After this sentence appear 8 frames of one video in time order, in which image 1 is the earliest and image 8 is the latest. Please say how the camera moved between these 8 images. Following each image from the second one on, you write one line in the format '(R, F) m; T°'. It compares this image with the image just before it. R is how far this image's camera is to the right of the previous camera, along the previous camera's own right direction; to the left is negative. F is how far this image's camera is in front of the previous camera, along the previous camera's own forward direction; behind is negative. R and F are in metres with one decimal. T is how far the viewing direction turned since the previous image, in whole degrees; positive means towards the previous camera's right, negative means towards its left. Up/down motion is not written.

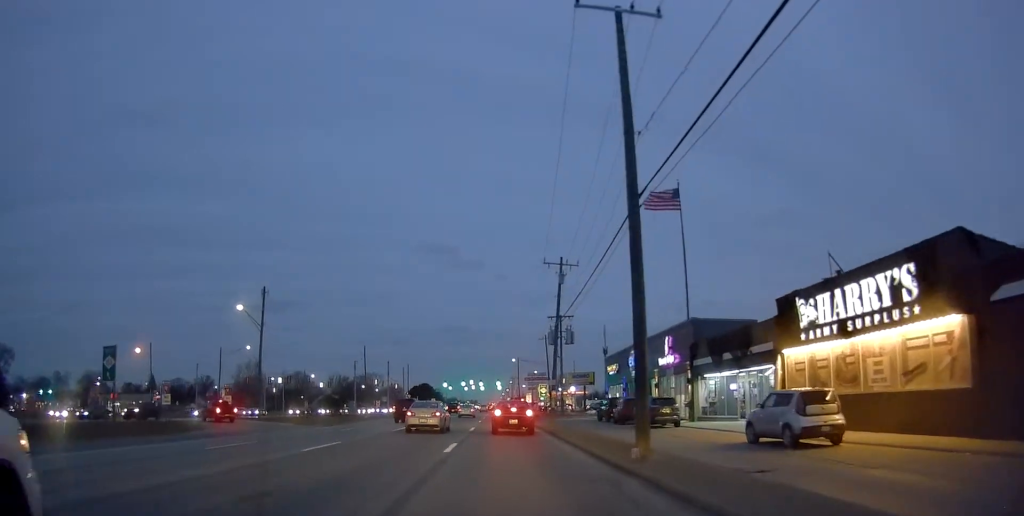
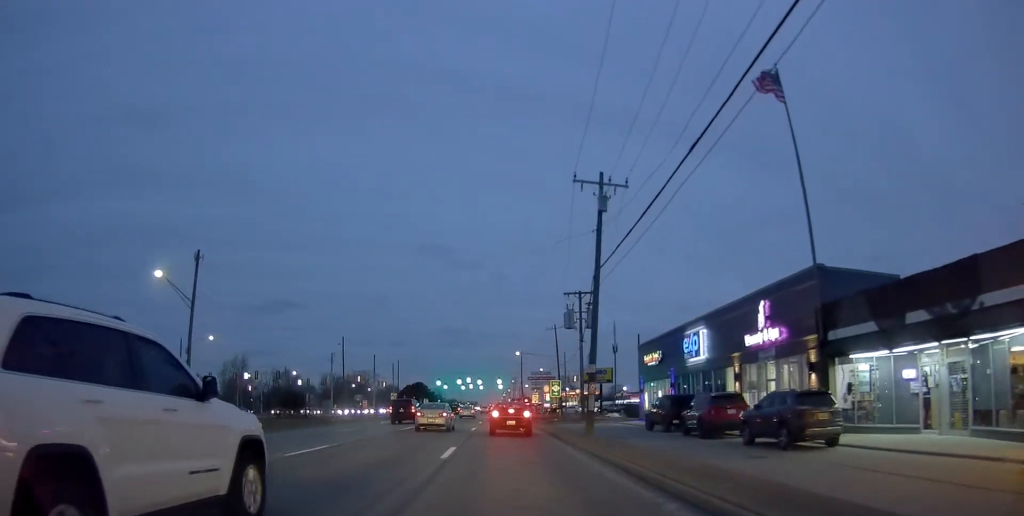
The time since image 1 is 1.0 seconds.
(+0.6, +15.7) m; +3°
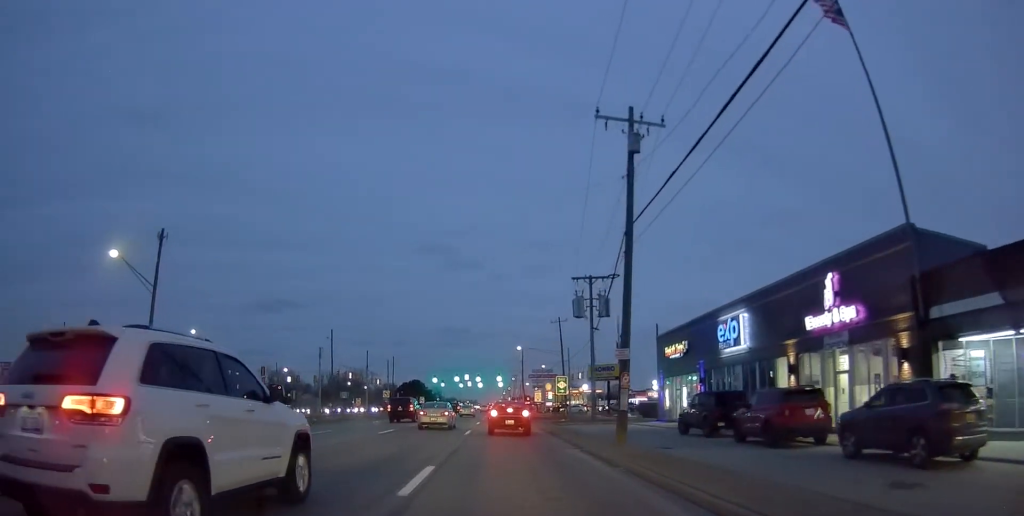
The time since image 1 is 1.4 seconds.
(0.0, +6.2) m; 0°
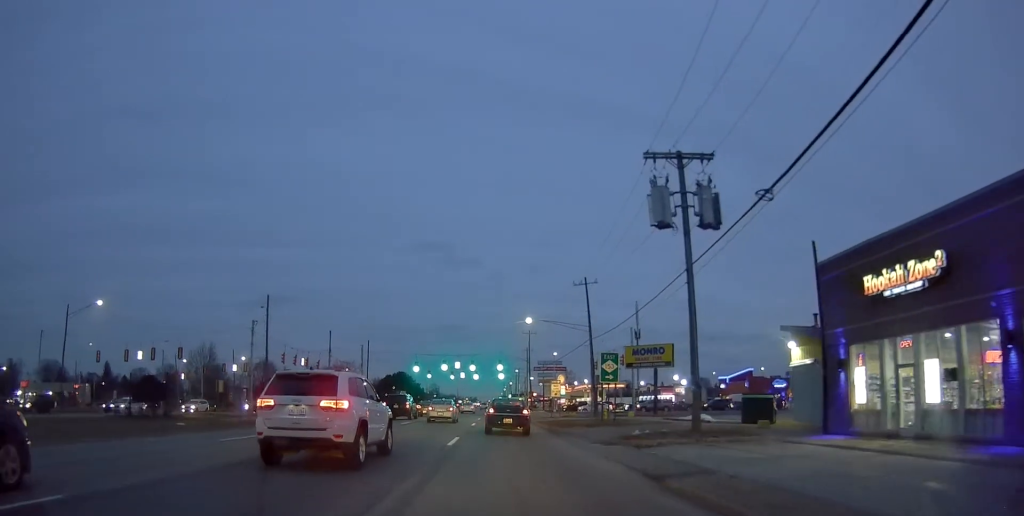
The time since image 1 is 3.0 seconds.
(-0.5, +24.8) m; -1°
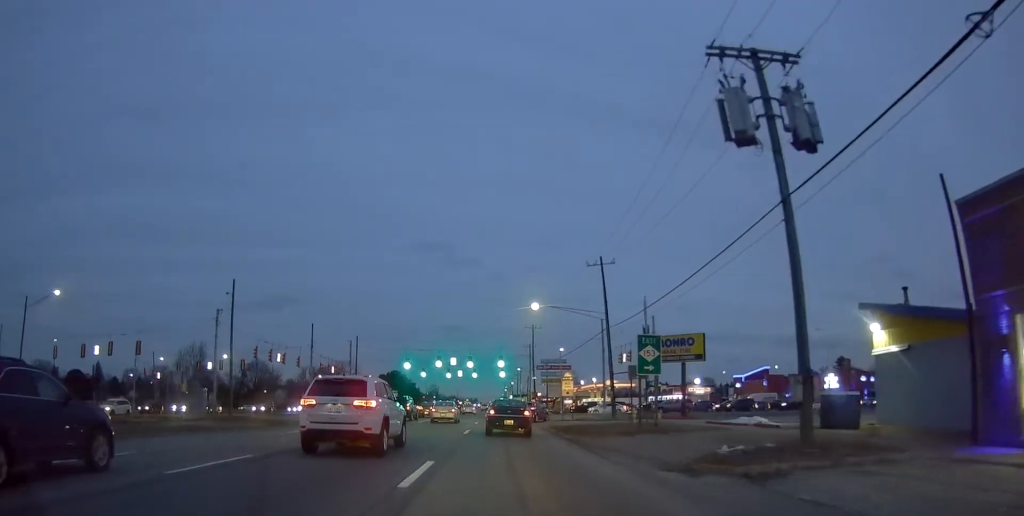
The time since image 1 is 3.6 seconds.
(+0.1, +8.6) m; -1°
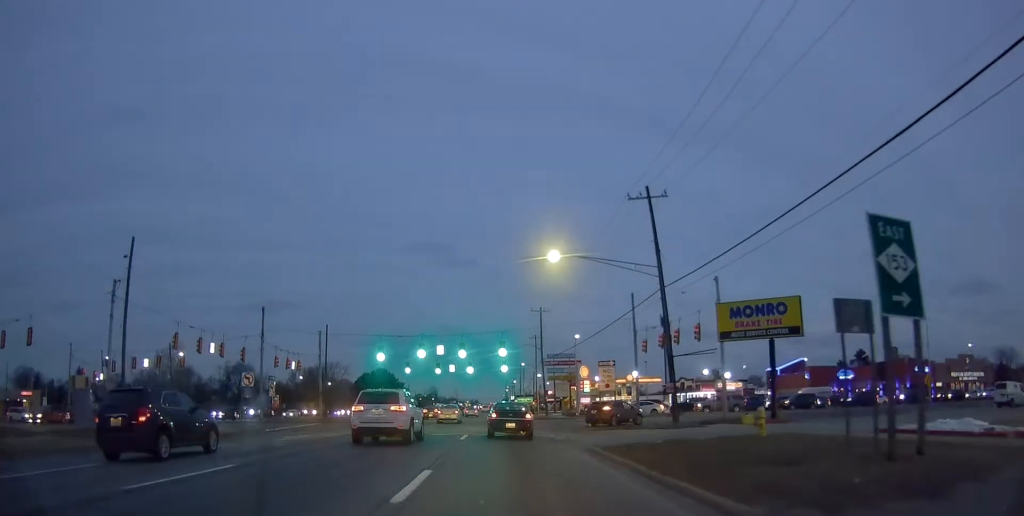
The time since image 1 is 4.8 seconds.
(-0.4, +16.5) m; -1°
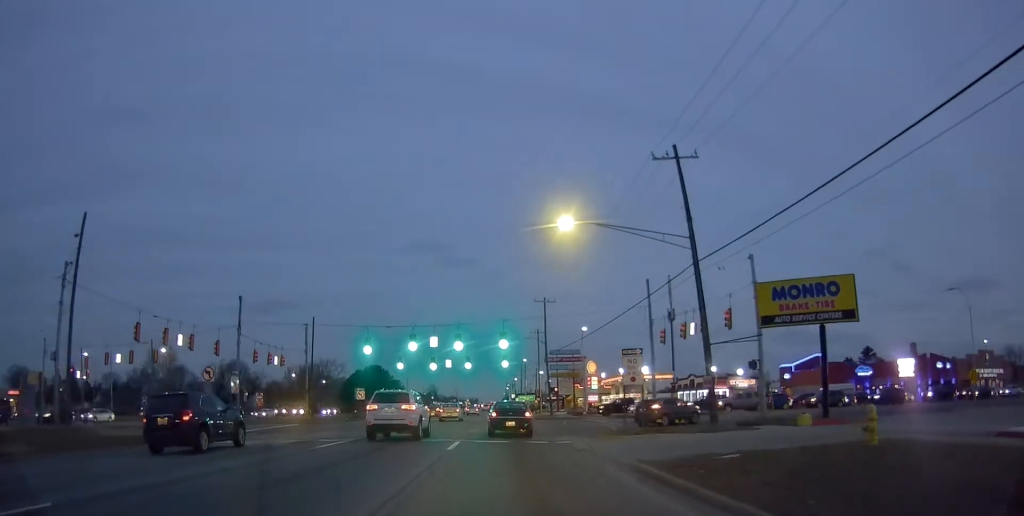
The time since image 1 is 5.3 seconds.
(-0.1, +5.6) m; +1°
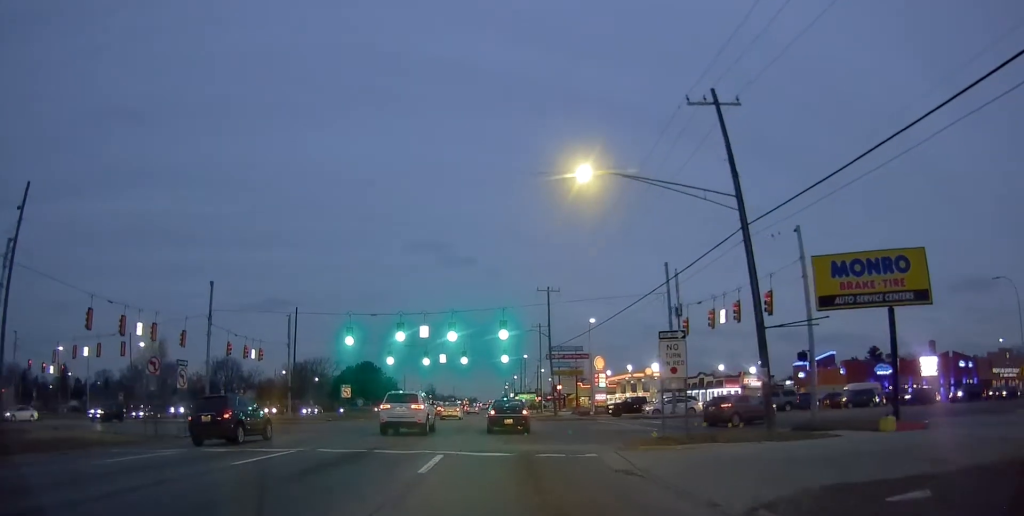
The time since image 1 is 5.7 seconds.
(+0.2, +5.7) m; +4°
